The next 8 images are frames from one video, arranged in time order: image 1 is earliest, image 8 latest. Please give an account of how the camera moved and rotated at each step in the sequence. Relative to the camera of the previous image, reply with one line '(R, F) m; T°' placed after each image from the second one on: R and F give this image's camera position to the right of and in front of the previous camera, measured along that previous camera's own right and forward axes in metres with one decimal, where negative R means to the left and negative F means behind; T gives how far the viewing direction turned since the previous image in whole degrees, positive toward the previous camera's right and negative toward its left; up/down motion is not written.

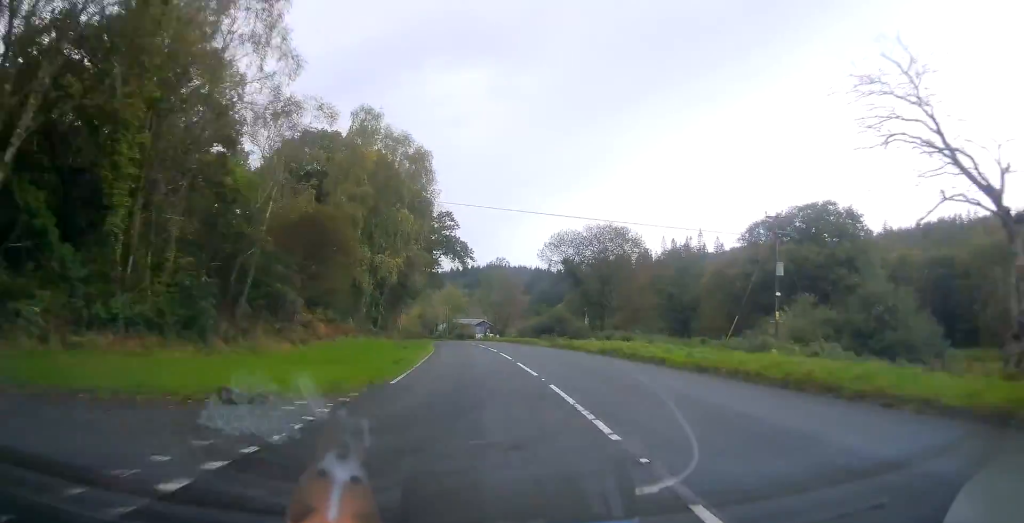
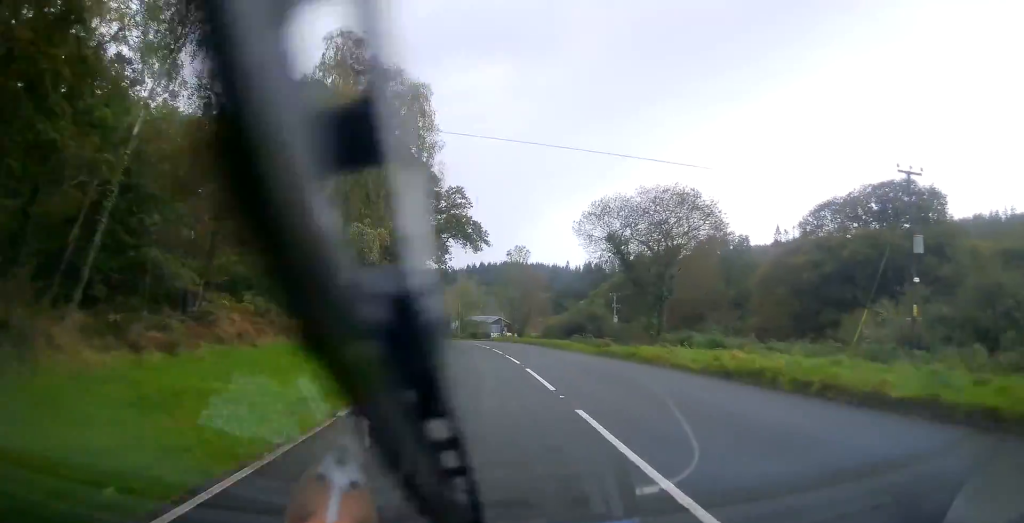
(-0.2, +12.4) m; -2°
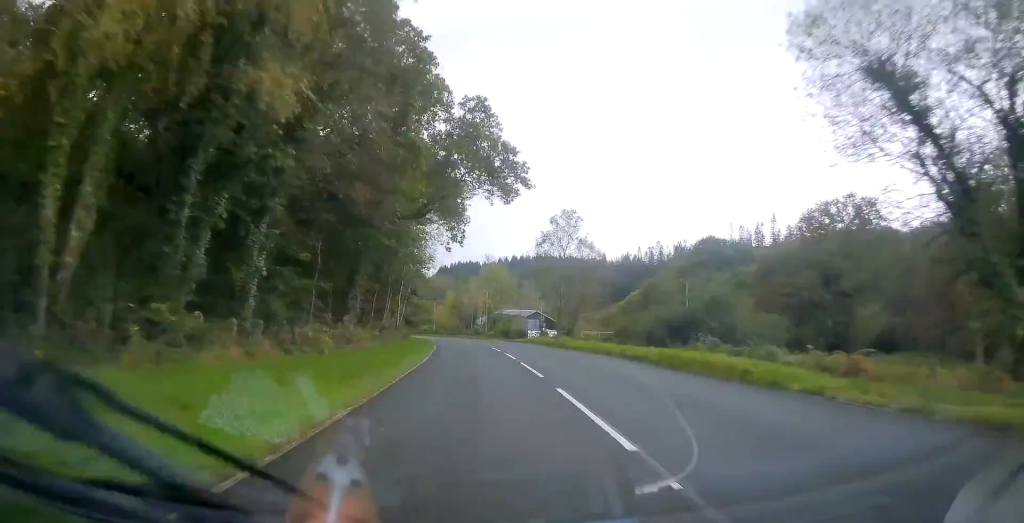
(-0.6, +24.3) m; -3°
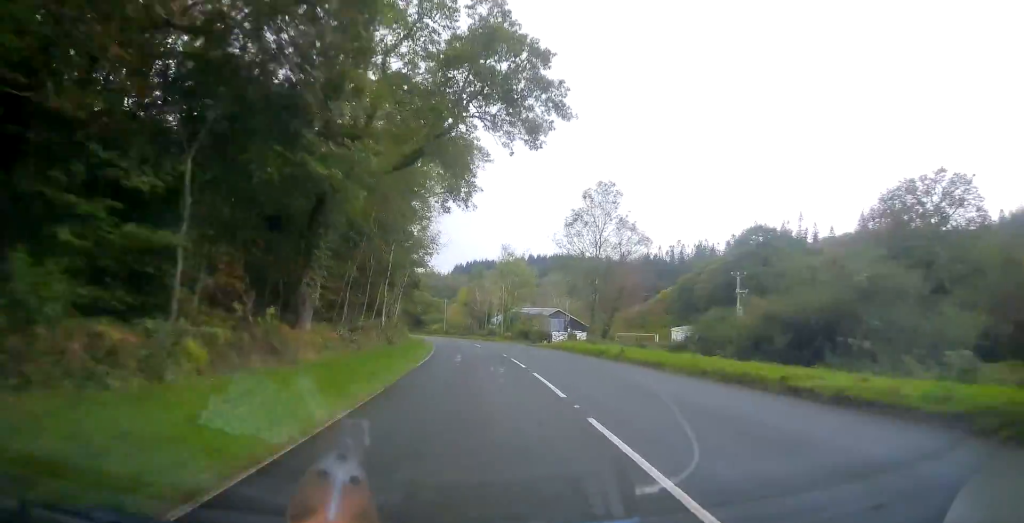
(-0.3, +12.6) m; -2°
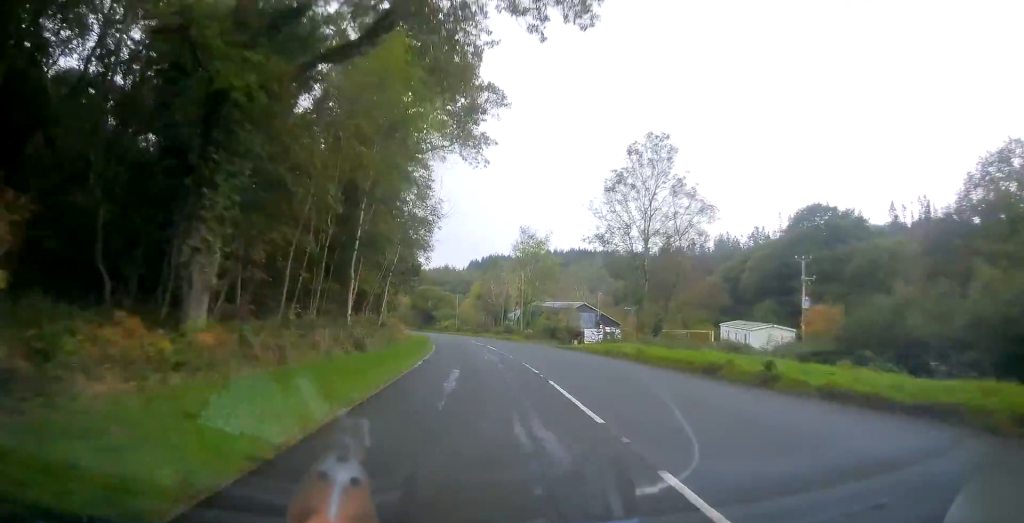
(-0.1, +12.1) m; -1°
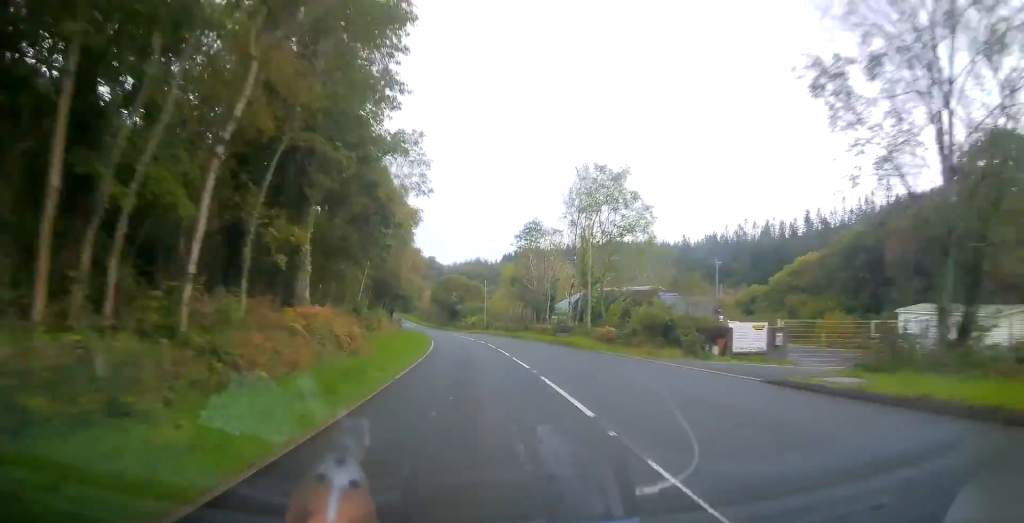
(-0.5, +26.6) m; -2°
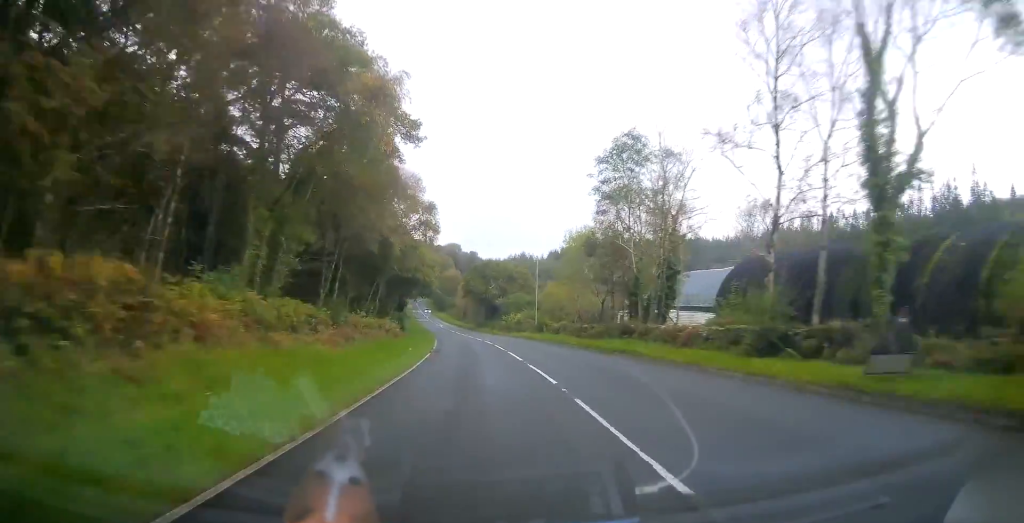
(-1.1, +30.4) m; -4°
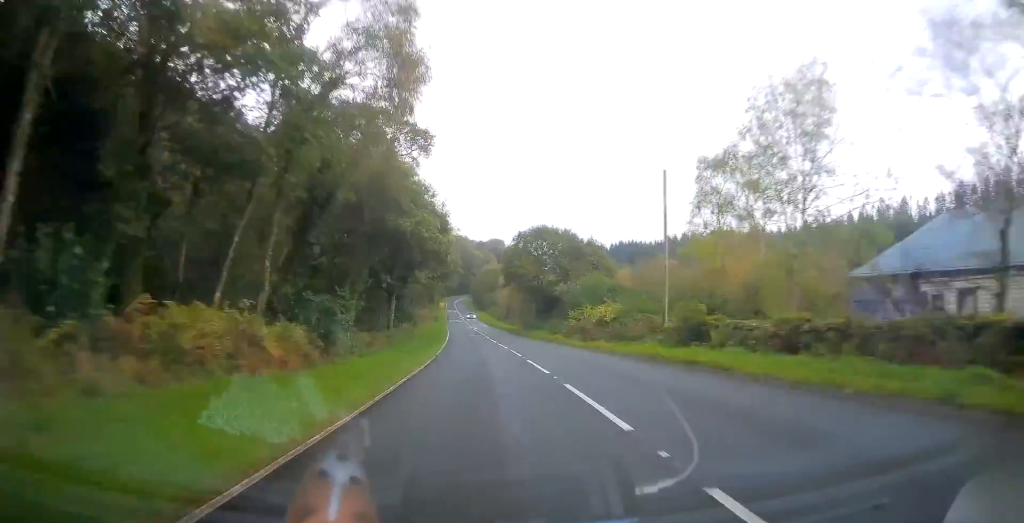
(-1.1, +32.3) m; -4°
